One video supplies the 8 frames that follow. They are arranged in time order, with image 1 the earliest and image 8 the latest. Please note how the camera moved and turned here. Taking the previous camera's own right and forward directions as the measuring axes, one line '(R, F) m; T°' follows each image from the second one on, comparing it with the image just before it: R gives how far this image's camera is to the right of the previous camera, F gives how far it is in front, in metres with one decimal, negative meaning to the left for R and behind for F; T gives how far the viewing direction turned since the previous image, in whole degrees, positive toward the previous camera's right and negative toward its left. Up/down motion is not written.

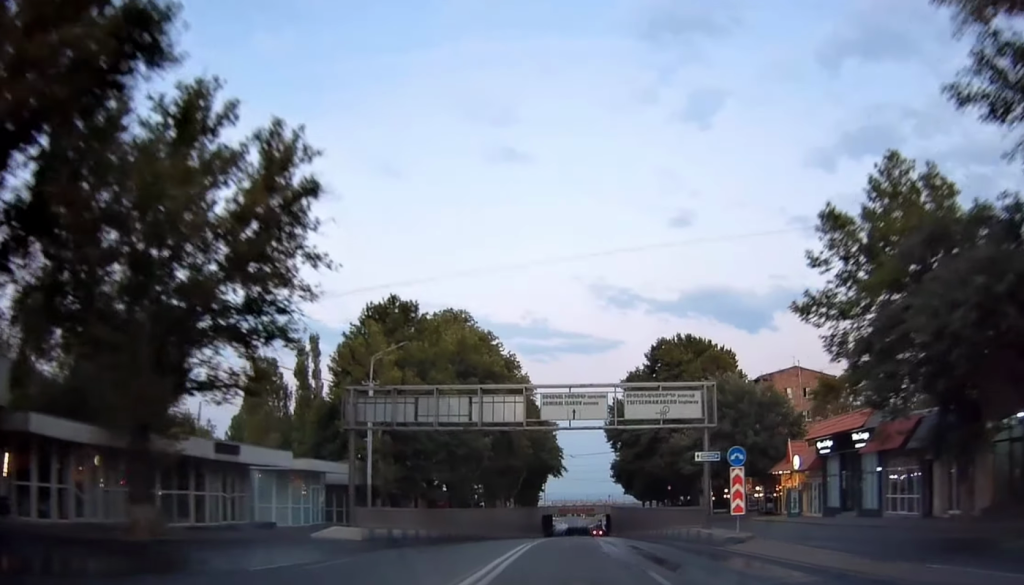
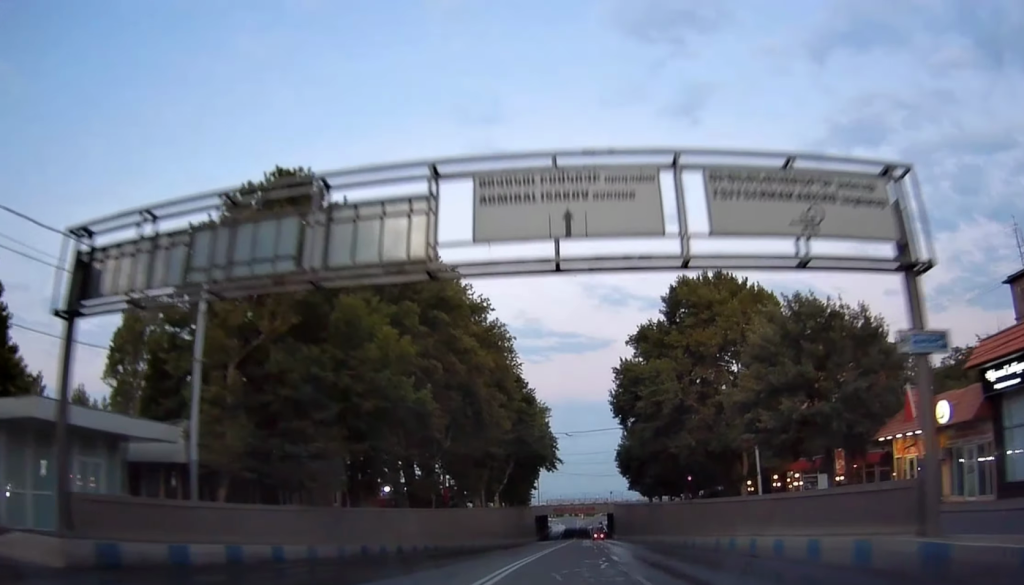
(+0.5, +20.1) m; +1°
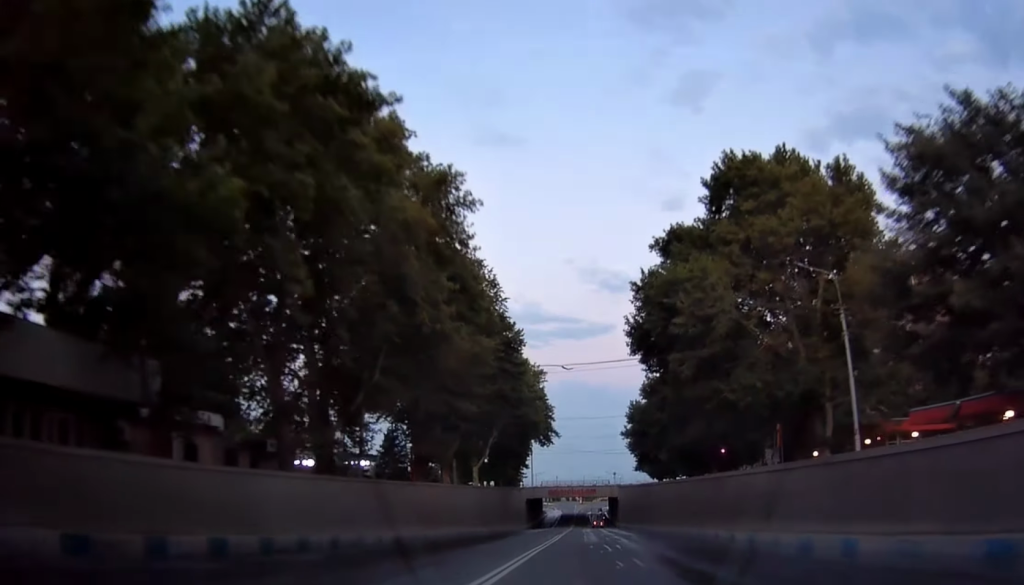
(-0.4, +19.1) m; -2°
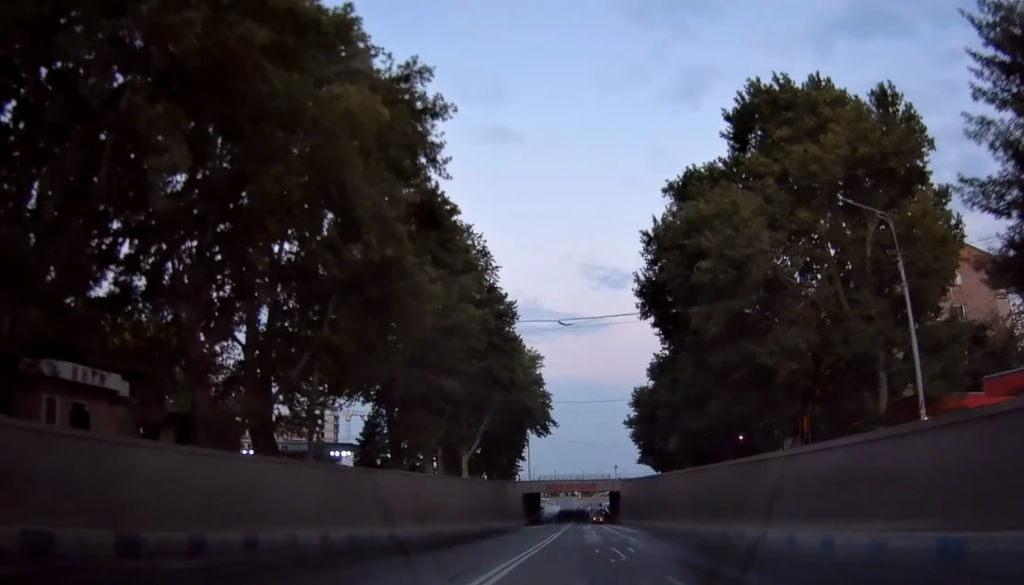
(-0.1, +7.1) m; -1°
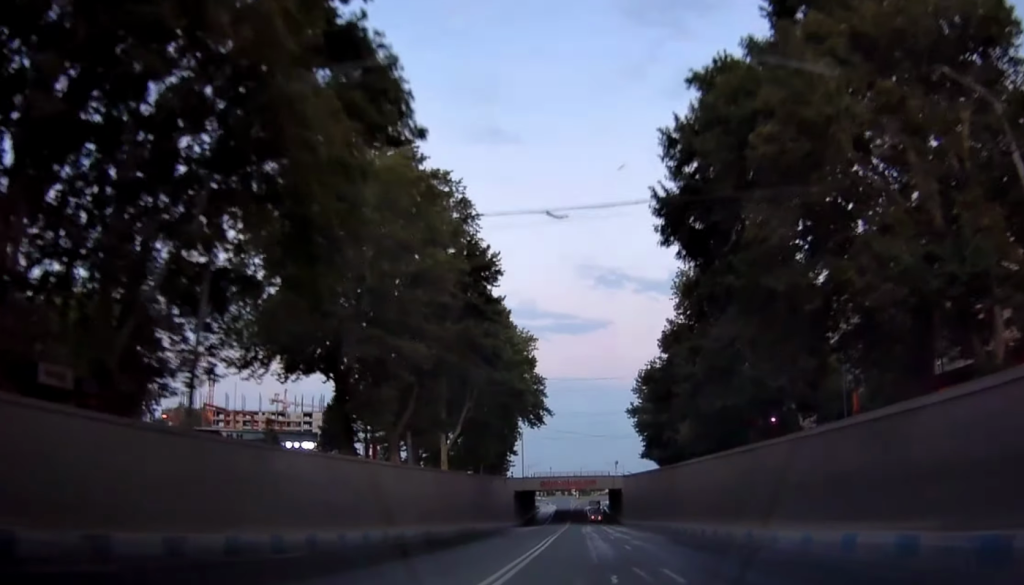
(0.0, +10.3) m; 0°
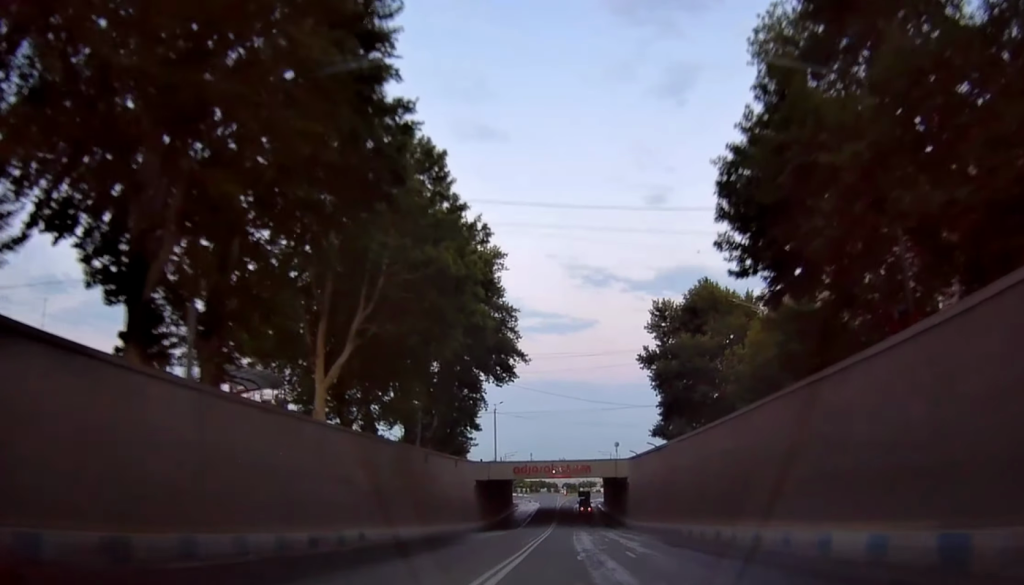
(+0.7, +29.1) m; +4°
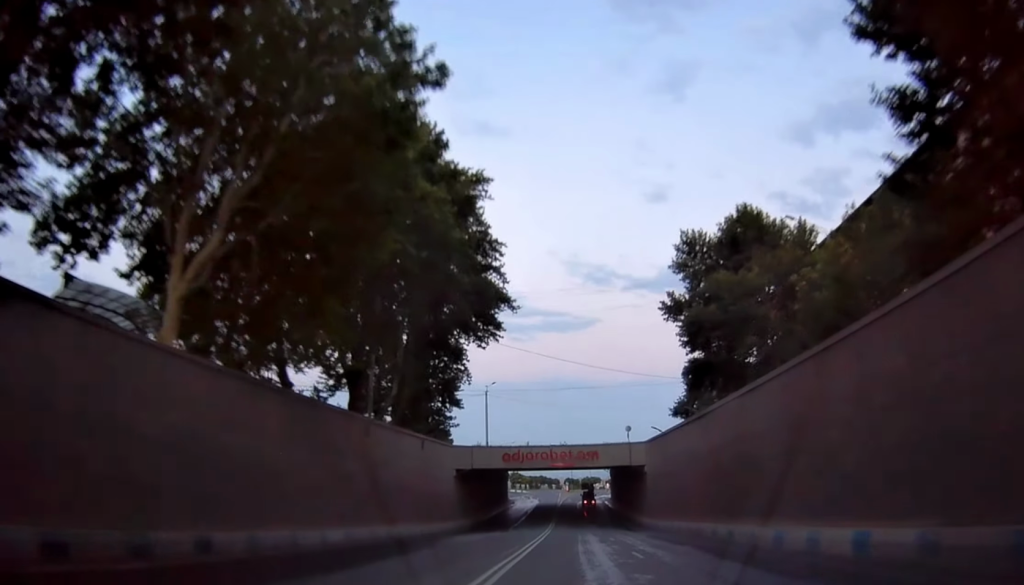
(+0.5, +14.0) m; +1°
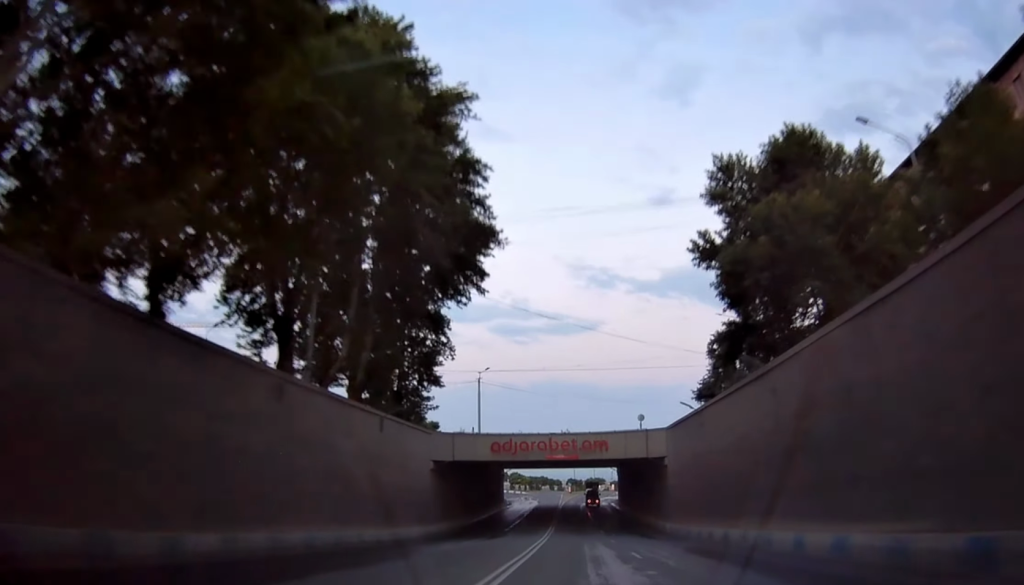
(-0.2, +10.6) m; 0°
